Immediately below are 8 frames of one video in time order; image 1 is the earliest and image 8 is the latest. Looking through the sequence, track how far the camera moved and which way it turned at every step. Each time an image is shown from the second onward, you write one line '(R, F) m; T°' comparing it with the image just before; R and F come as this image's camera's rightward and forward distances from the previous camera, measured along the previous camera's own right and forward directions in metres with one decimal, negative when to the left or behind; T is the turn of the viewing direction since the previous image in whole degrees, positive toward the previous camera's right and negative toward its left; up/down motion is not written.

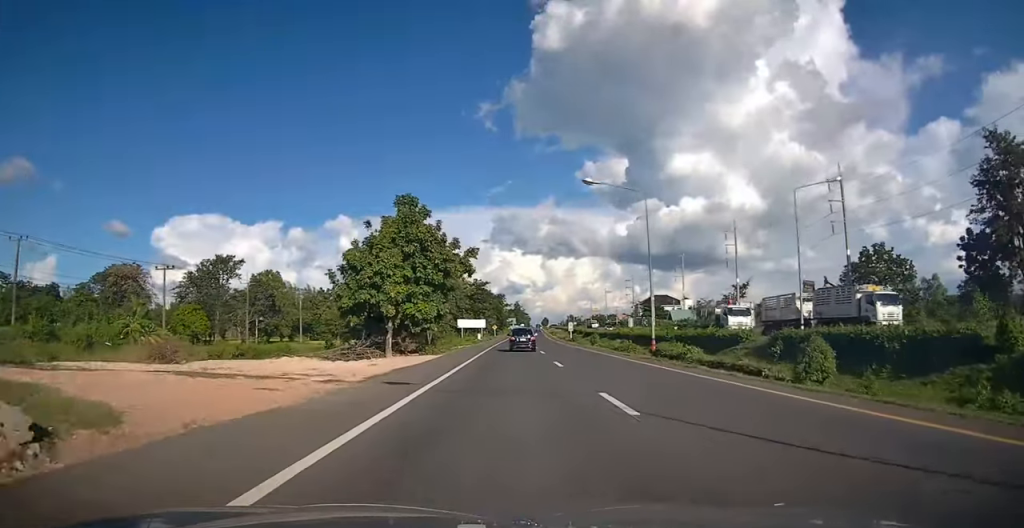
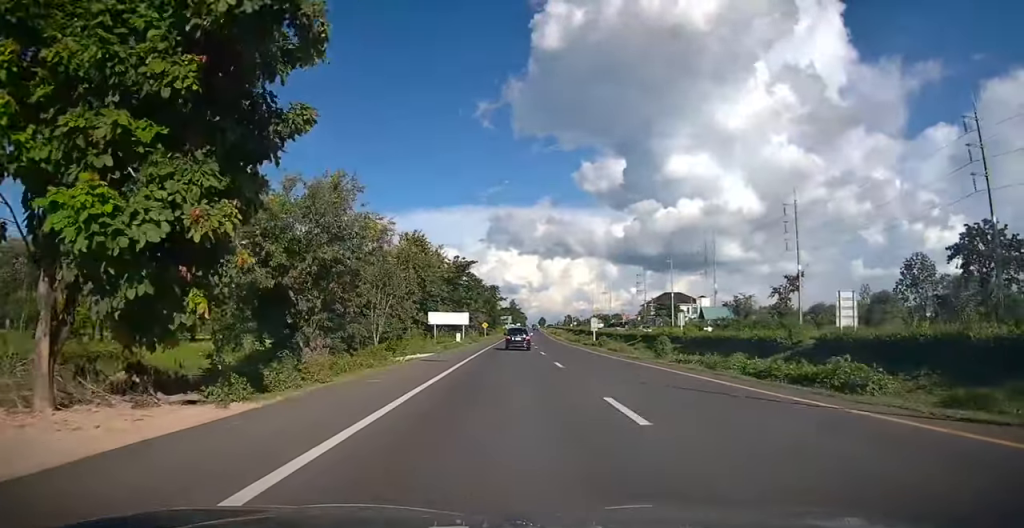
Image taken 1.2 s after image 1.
(+0.2, +25.1) m; +1°
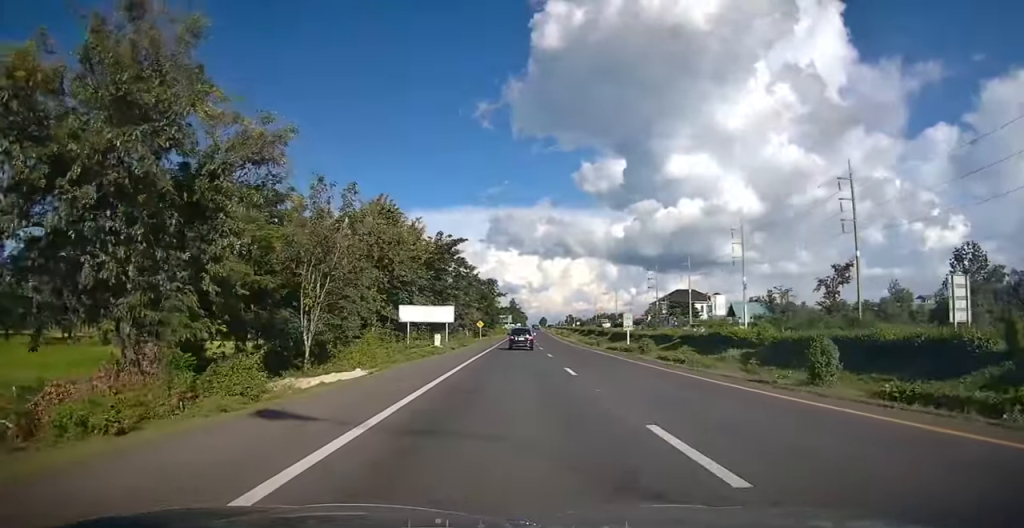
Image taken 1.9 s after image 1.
(+0.1, +14.9) m; 0°
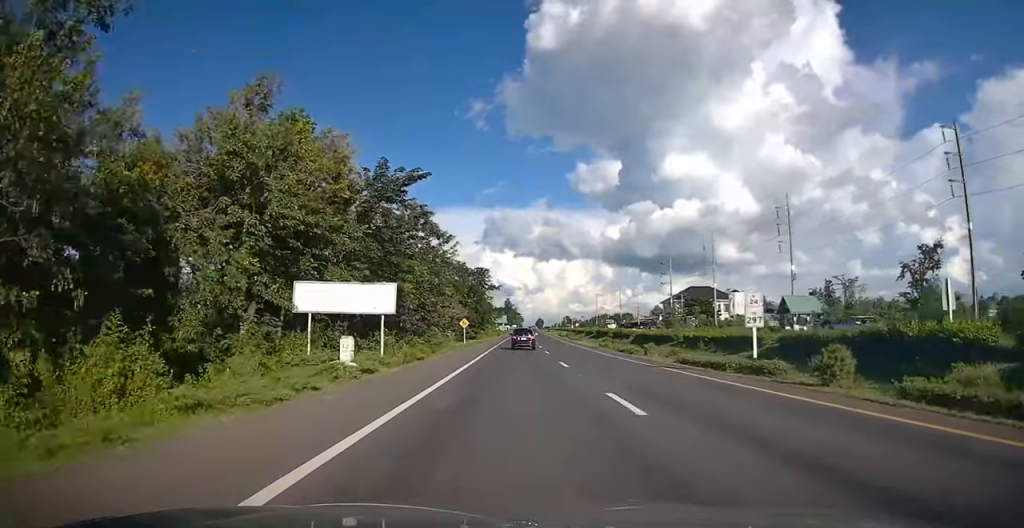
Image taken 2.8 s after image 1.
(-0.1, +20.0) m; 0°
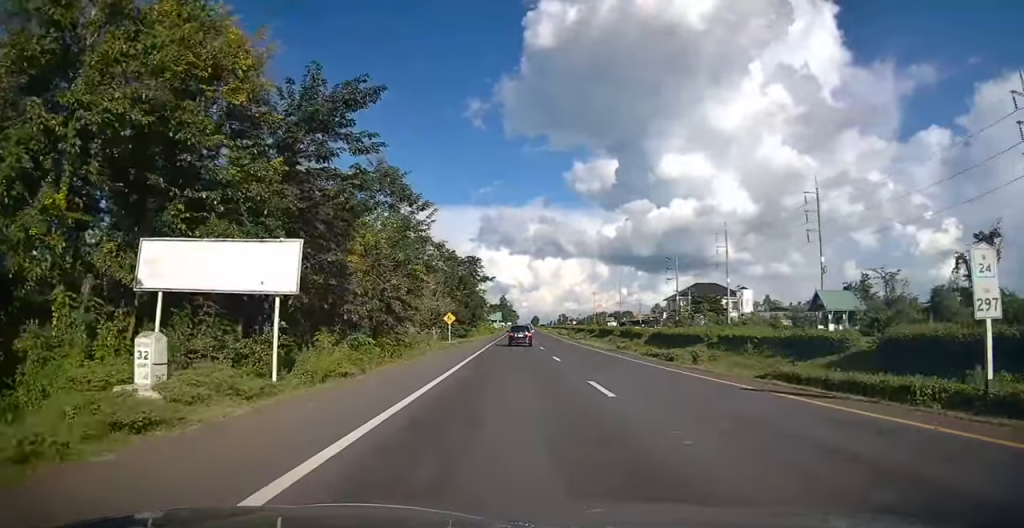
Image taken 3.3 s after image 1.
(0.0, +9.7) m; 0°
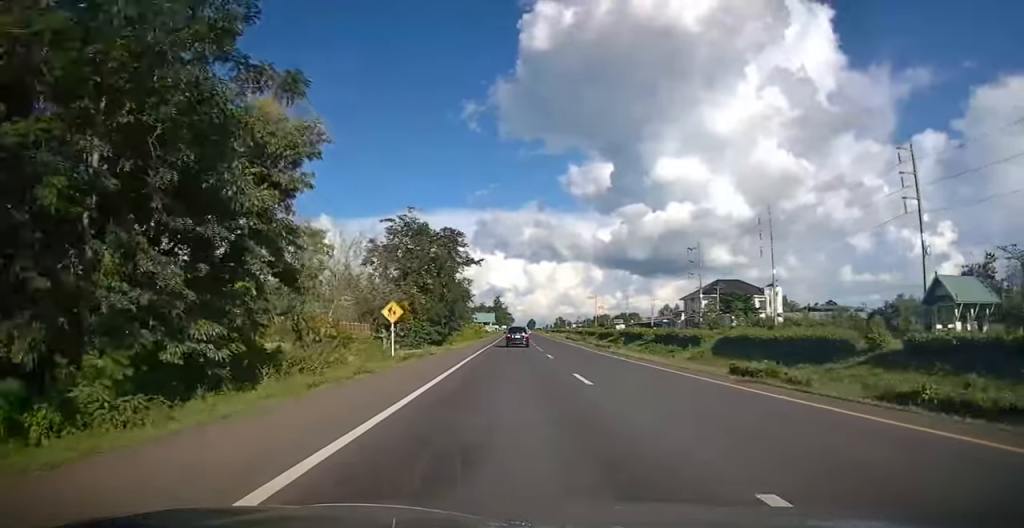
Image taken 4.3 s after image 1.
(+0.2, +21.3) m; +1°
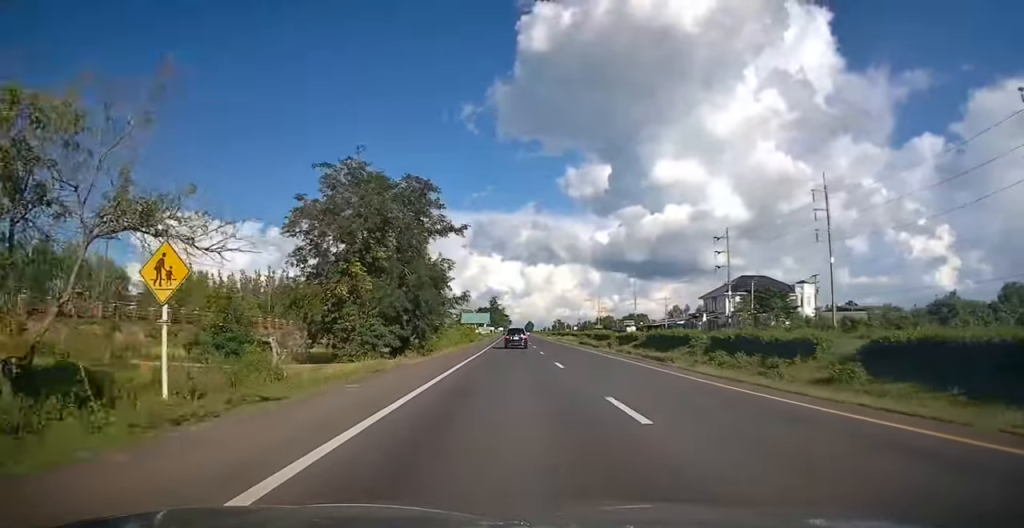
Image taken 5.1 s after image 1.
(0.0, +17.6) m; 0°
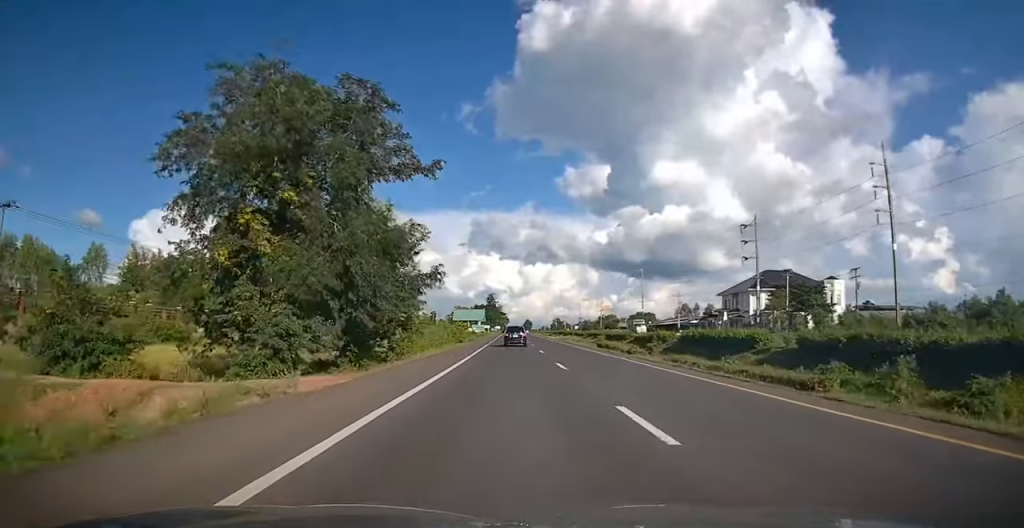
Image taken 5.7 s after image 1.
(+0.1, +13.2) m; 0°
